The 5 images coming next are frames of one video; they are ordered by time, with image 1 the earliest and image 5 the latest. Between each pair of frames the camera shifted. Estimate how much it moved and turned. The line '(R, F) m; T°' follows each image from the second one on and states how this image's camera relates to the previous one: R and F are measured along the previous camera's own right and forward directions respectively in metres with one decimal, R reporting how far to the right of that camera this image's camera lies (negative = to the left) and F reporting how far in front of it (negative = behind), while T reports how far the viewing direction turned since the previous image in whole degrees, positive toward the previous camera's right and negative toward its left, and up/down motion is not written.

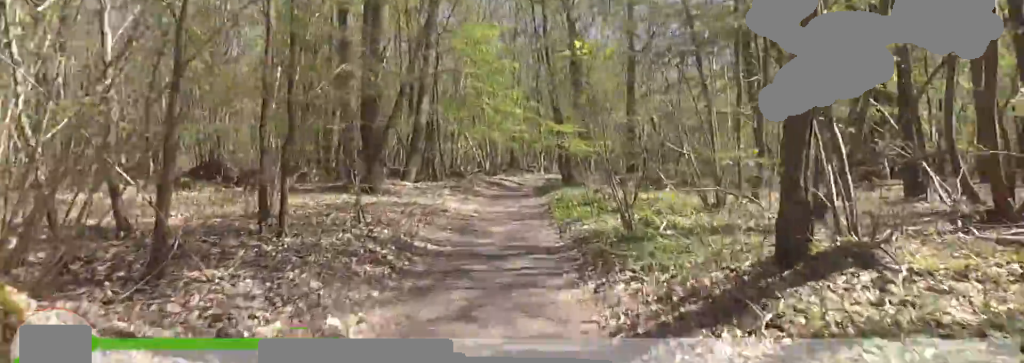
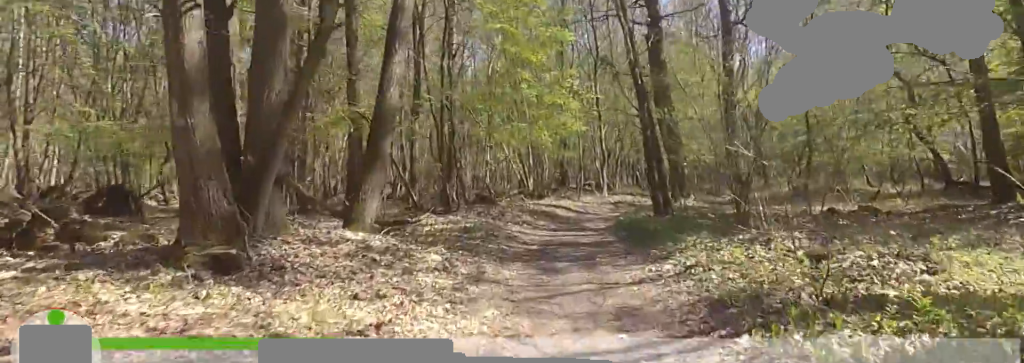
(0.0, +7.9) m; 0°
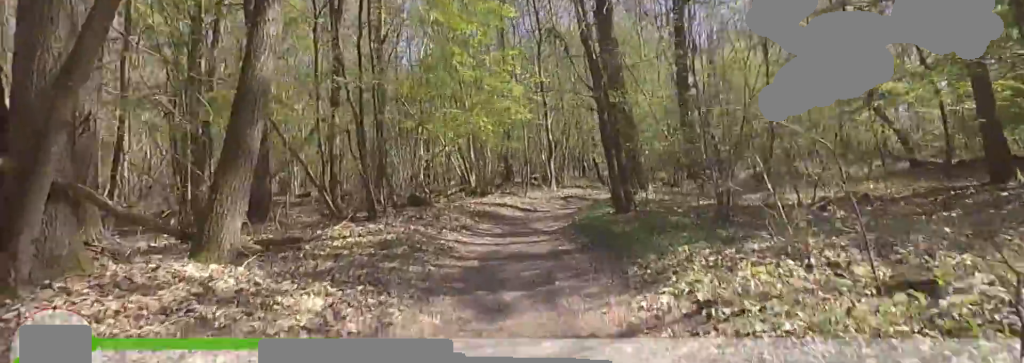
(0.0, +2.0) m; 0°
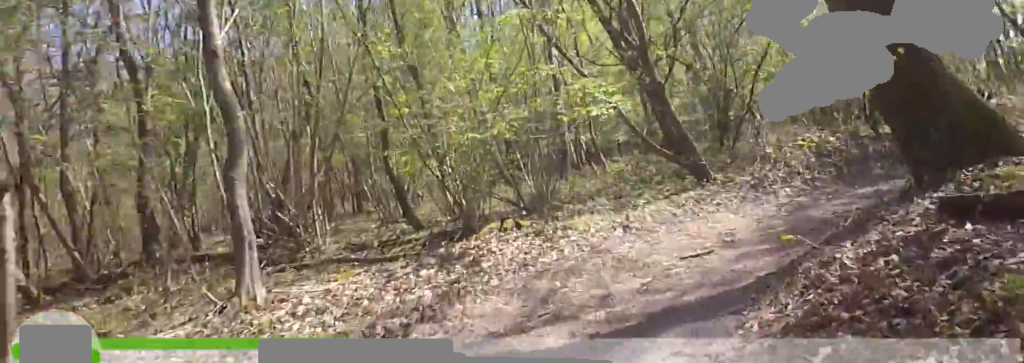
(+3.1, +13.7) m; +25°
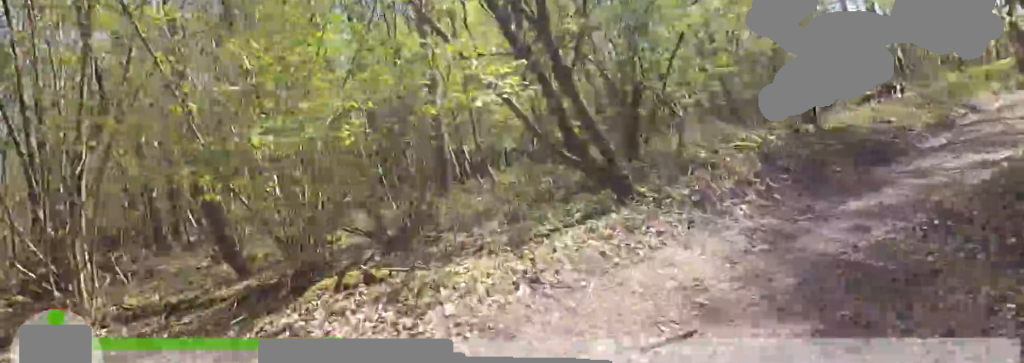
(0.0, +2.3) m; 0°
